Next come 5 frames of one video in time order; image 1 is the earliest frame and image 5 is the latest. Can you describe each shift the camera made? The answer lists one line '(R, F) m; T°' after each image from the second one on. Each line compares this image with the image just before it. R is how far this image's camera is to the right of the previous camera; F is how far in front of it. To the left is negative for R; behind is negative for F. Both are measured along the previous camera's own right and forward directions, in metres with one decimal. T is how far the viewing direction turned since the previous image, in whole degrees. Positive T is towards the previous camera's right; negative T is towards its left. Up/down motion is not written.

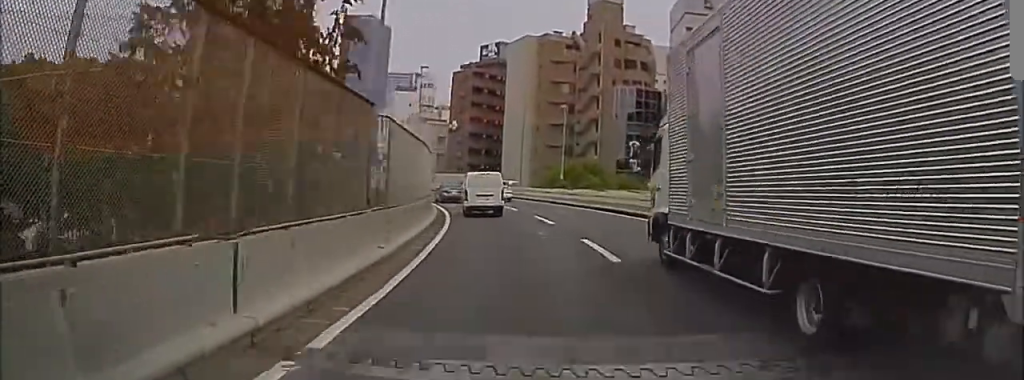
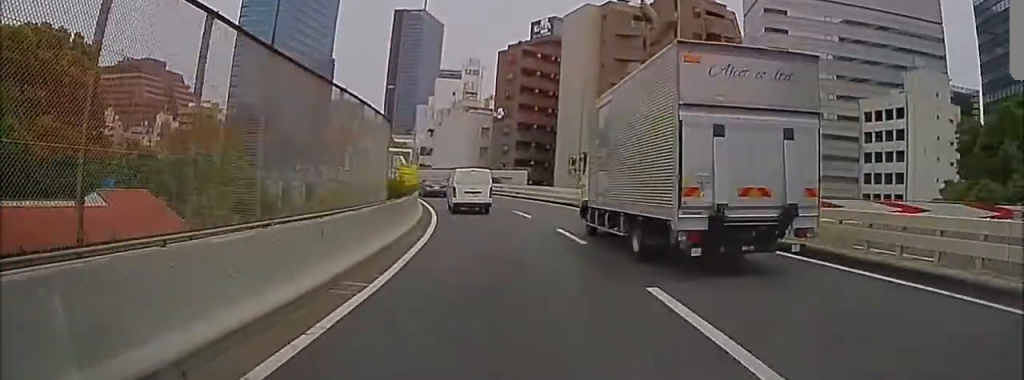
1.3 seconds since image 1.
(-0.5, +16.5) m; -4°
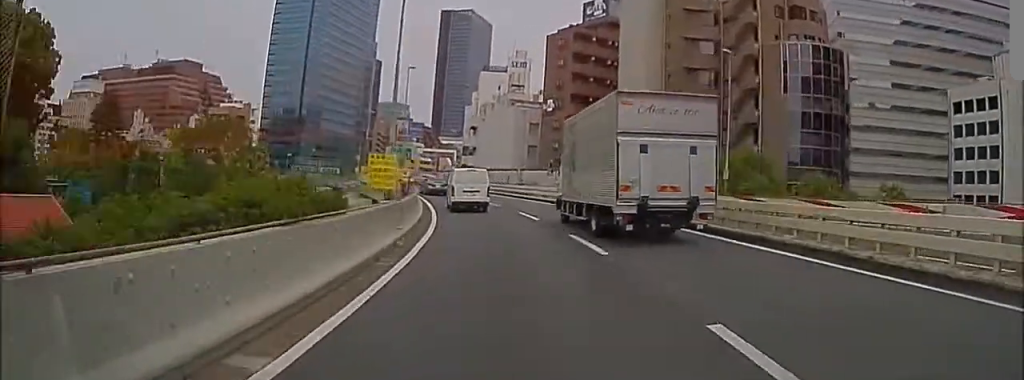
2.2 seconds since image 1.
(-0.4, +11.3) m; -2°
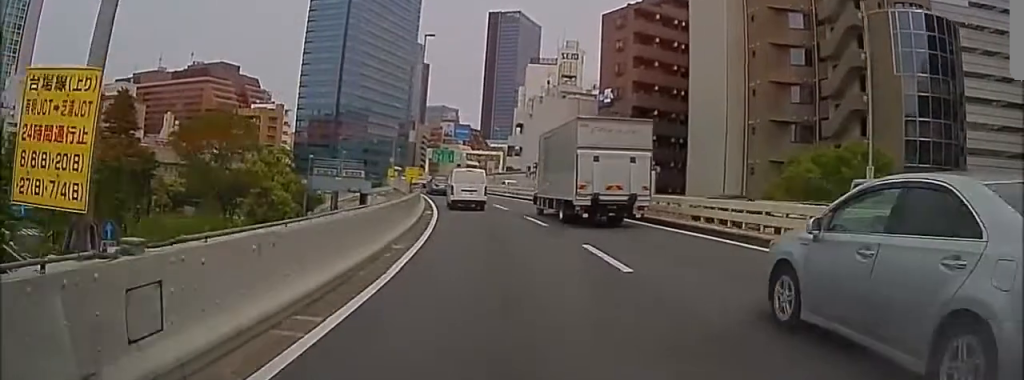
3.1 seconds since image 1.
(0.0, +12.4) m; -4°
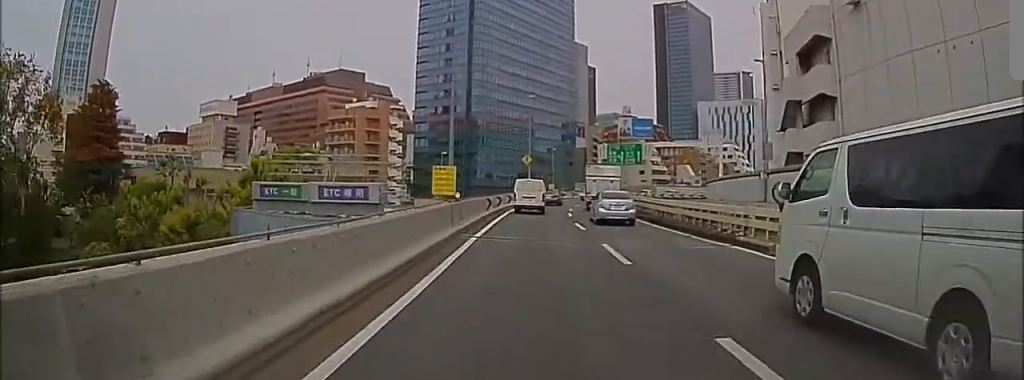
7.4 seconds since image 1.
(-15.7, +56.1) m; -25°
